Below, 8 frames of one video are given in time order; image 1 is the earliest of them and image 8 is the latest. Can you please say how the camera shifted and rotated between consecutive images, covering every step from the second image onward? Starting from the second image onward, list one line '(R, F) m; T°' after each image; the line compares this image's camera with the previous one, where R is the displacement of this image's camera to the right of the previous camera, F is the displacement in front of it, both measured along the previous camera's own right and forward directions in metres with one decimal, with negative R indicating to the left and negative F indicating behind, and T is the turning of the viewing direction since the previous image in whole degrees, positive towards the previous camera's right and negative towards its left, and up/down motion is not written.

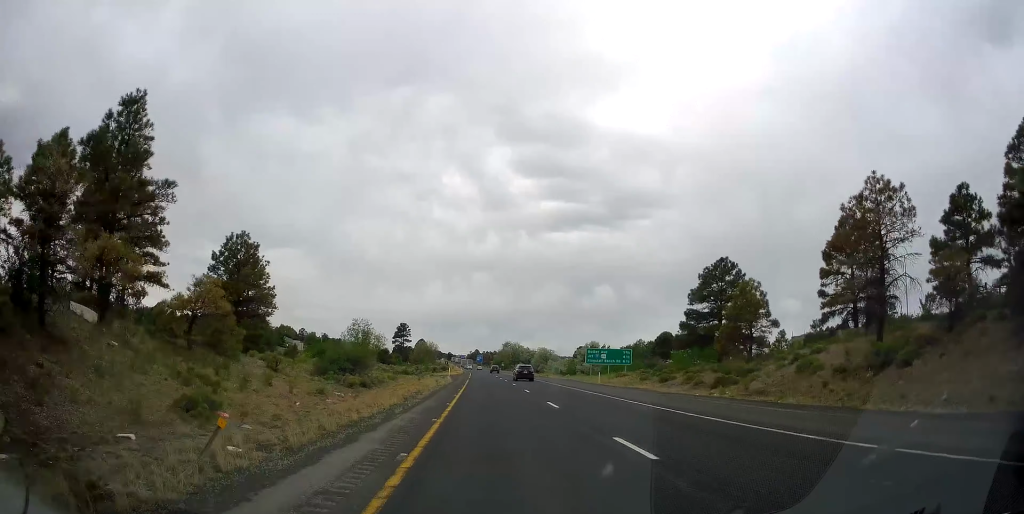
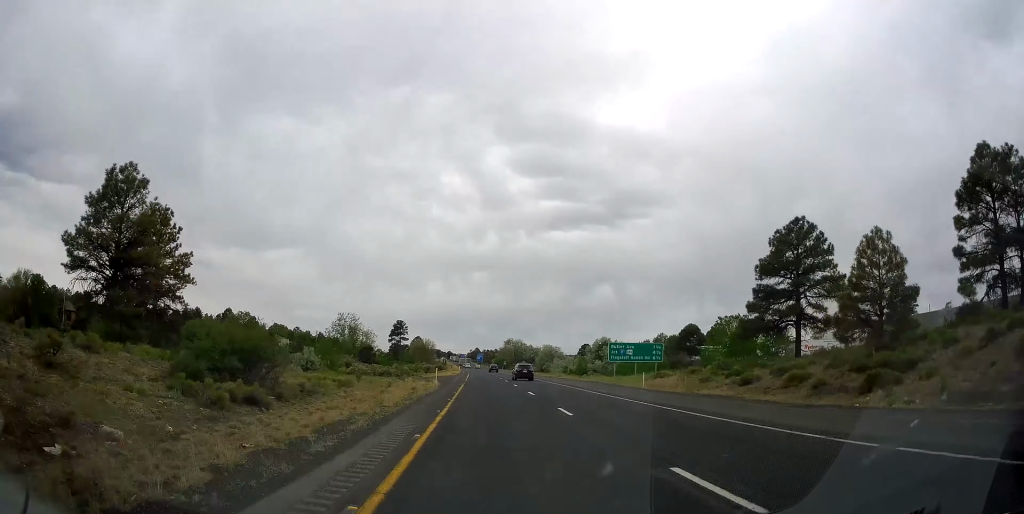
(-0.2, +16.1) m; 0°
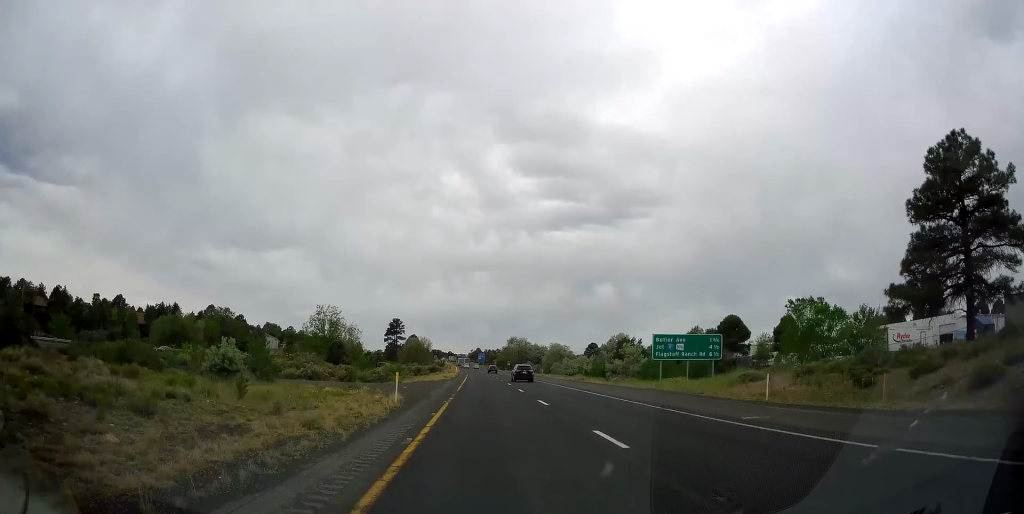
(+0.4, +19.2) m; +1°
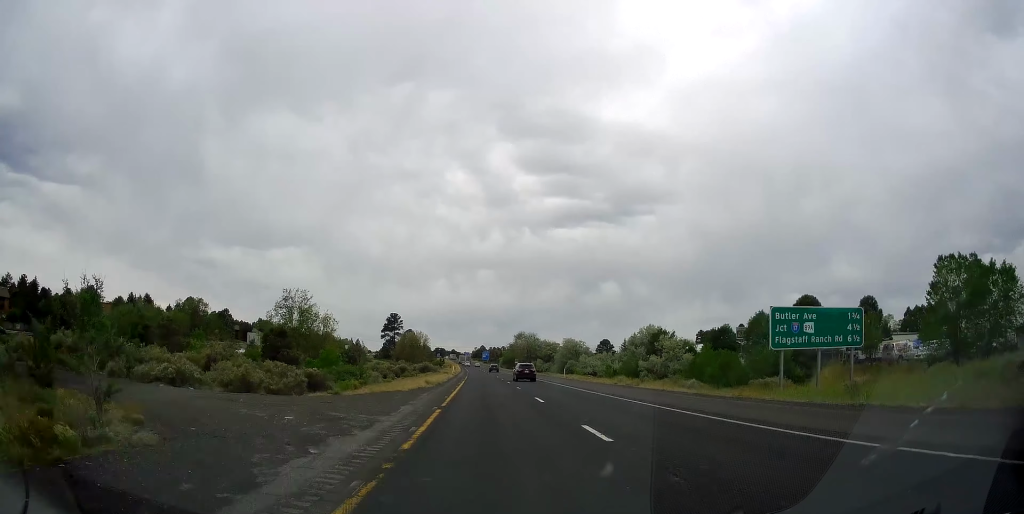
(+0.1, +23.2) m; 0°
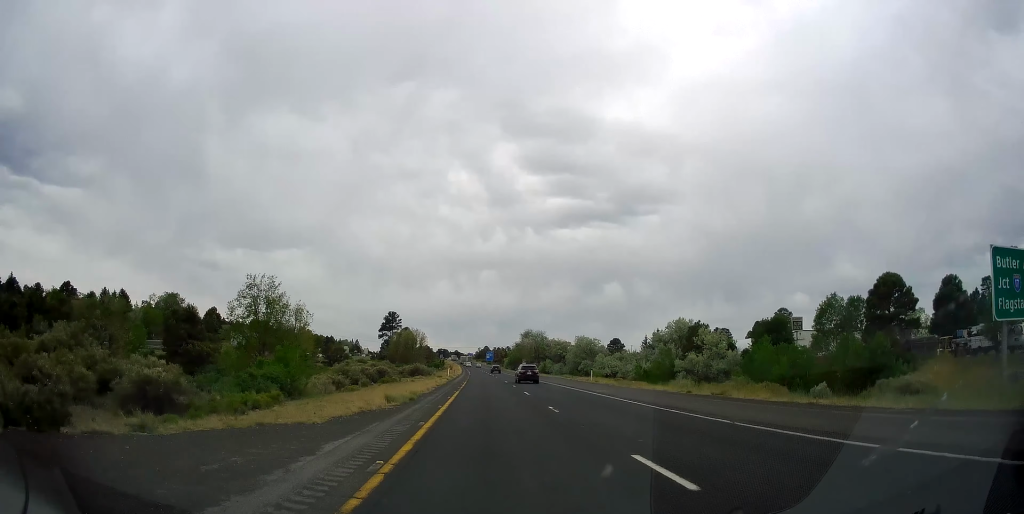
(0.0, +17.1) m; -1°
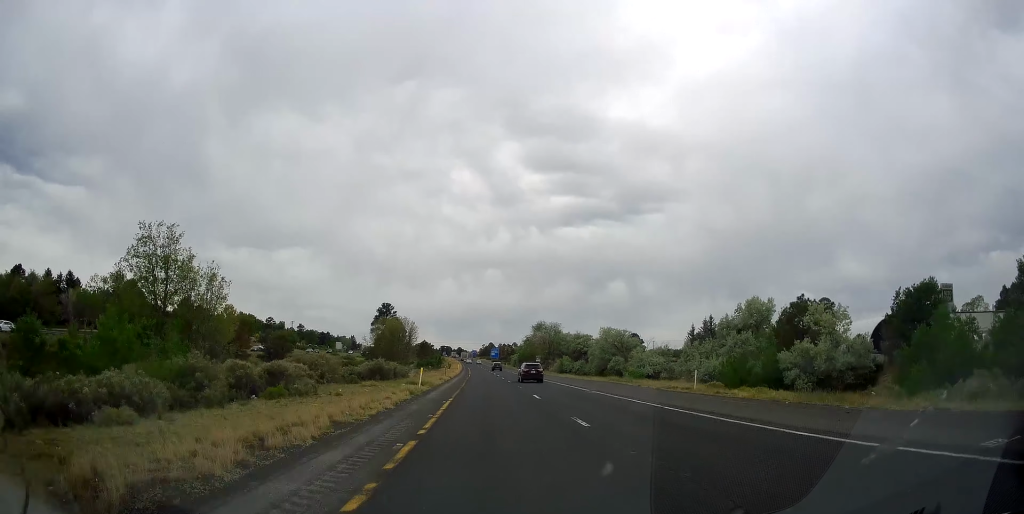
(-0.2, +29.1) m; -1°
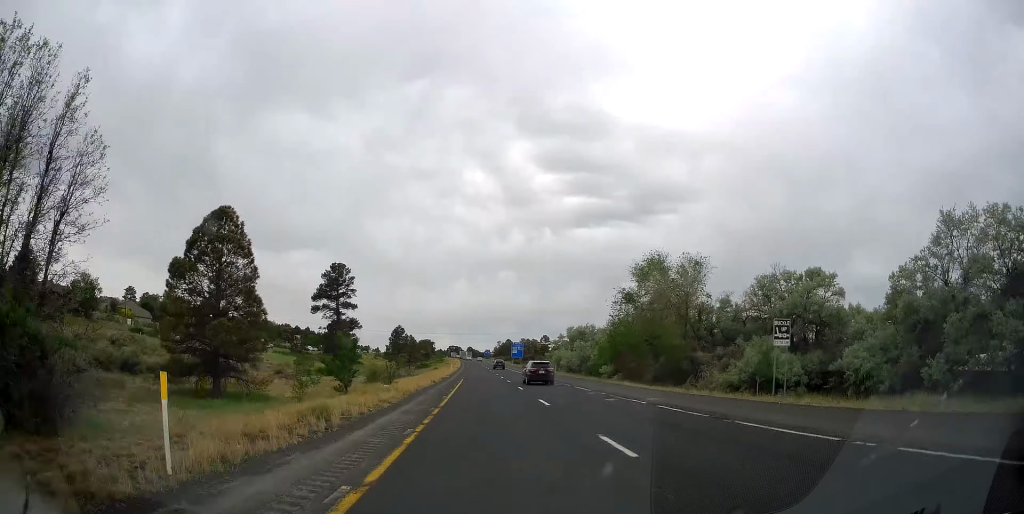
(-1.0, +102.7) m; -1°
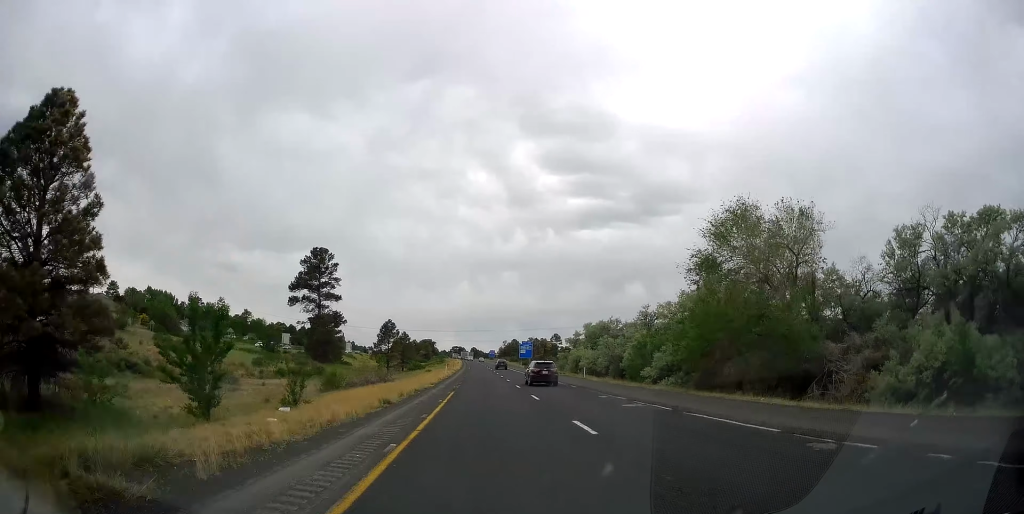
(+0.4, +21.1) m; 0°
